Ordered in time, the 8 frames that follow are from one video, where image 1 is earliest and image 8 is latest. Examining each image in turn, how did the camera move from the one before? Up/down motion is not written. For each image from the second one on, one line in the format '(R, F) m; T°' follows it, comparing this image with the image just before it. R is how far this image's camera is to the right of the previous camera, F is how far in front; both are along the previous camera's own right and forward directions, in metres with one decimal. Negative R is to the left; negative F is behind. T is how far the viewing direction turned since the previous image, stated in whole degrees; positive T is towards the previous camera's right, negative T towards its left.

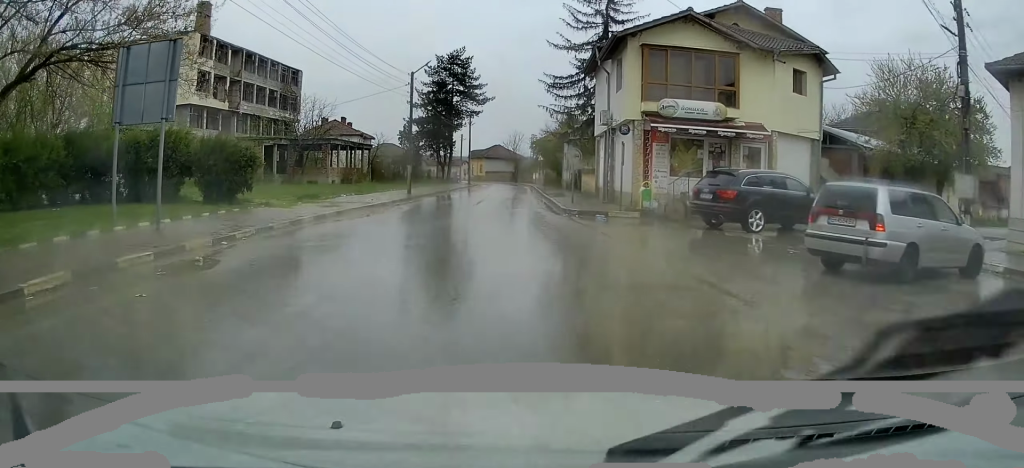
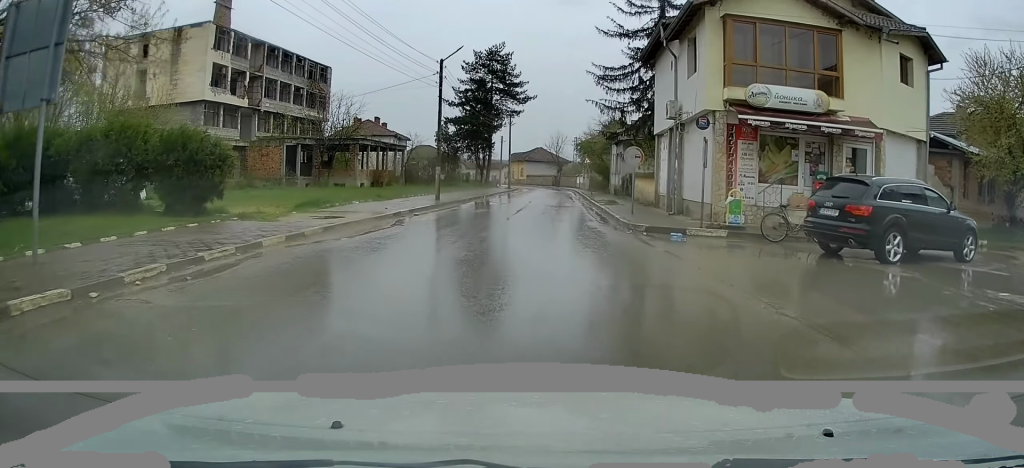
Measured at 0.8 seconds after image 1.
(-0.2, +5.2) m; -2°
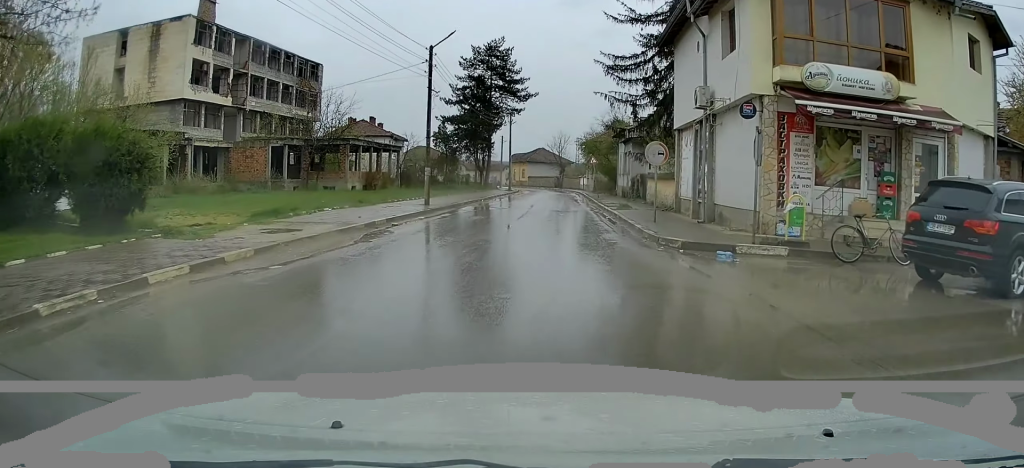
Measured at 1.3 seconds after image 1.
(-0.1, +3.6) m; +1°
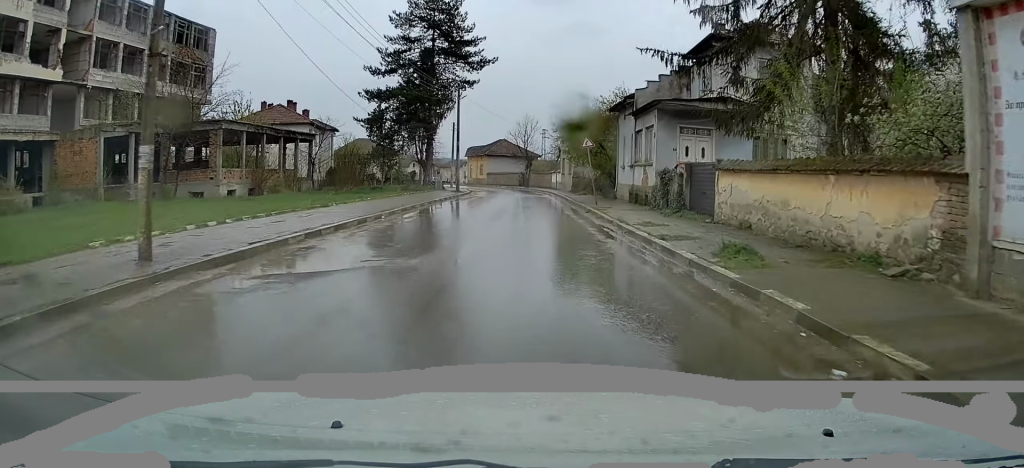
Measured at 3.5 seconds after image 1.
(0.0, +19.3) m; -2°
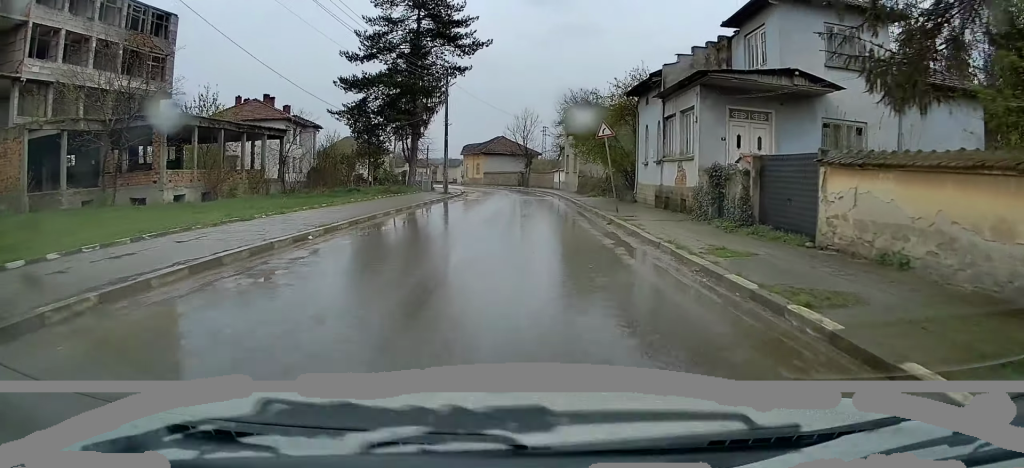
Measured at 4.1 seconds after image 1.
(-0.2, +6.8) m; +1°
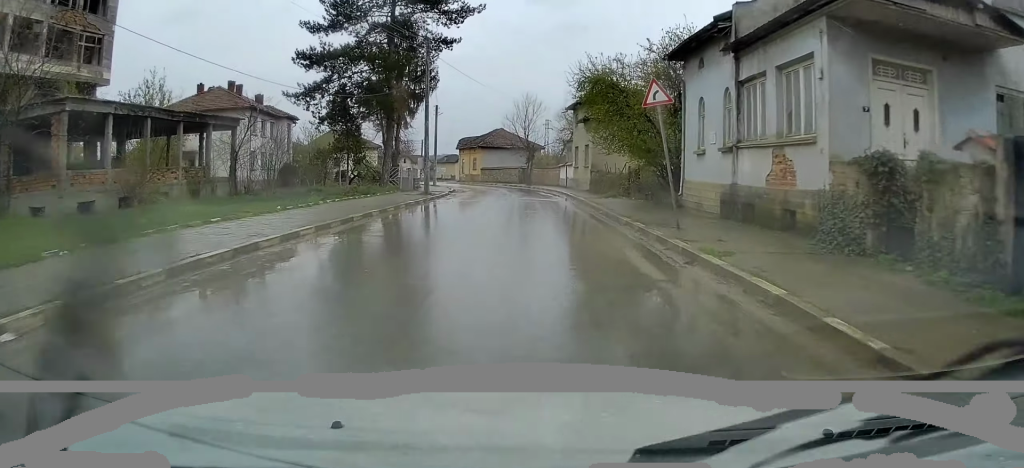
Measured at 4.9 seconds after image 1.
(+0.2, +8.6) m; +1°
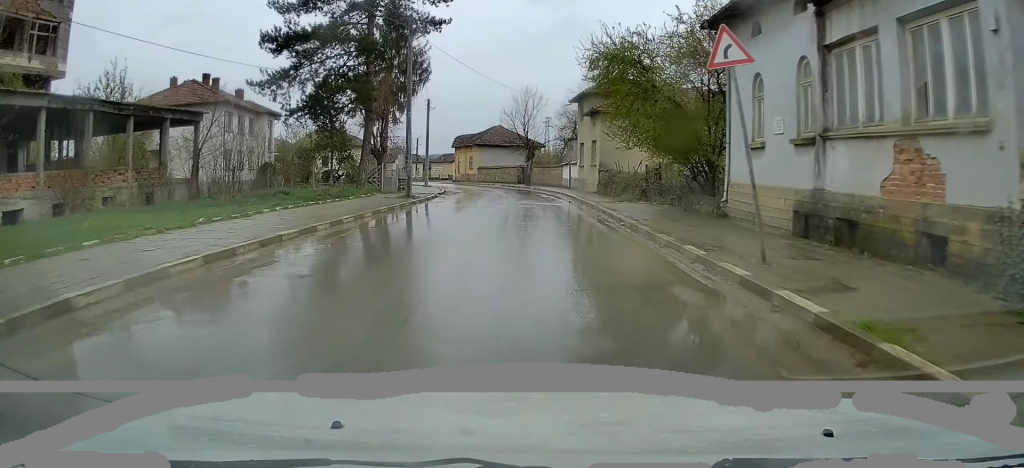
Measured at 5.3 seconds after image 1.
(+0.1, +4.9) m; +1°
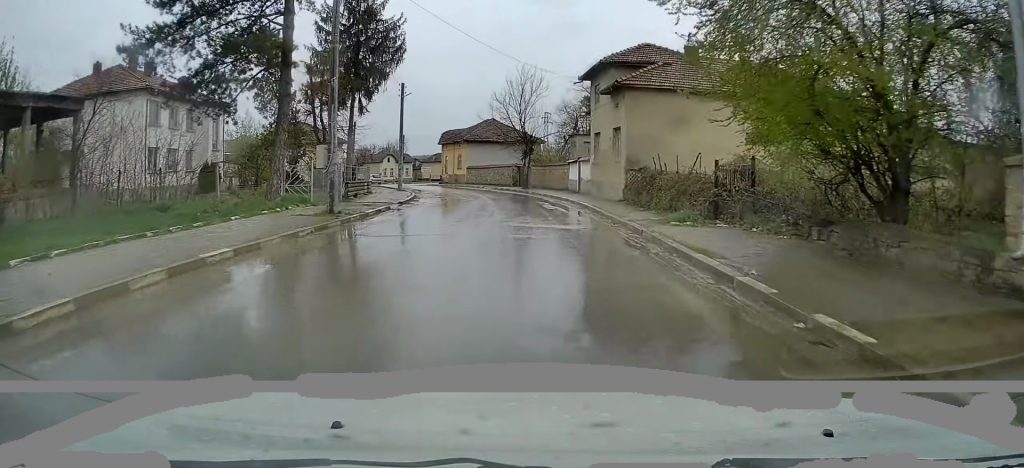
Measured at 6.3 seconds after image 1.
(-0.1, +11.0) m; -2°
